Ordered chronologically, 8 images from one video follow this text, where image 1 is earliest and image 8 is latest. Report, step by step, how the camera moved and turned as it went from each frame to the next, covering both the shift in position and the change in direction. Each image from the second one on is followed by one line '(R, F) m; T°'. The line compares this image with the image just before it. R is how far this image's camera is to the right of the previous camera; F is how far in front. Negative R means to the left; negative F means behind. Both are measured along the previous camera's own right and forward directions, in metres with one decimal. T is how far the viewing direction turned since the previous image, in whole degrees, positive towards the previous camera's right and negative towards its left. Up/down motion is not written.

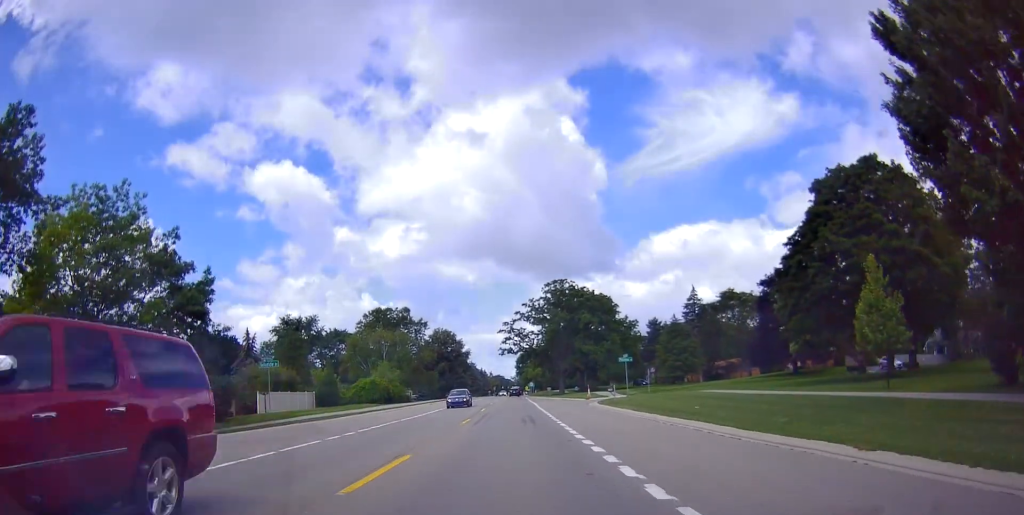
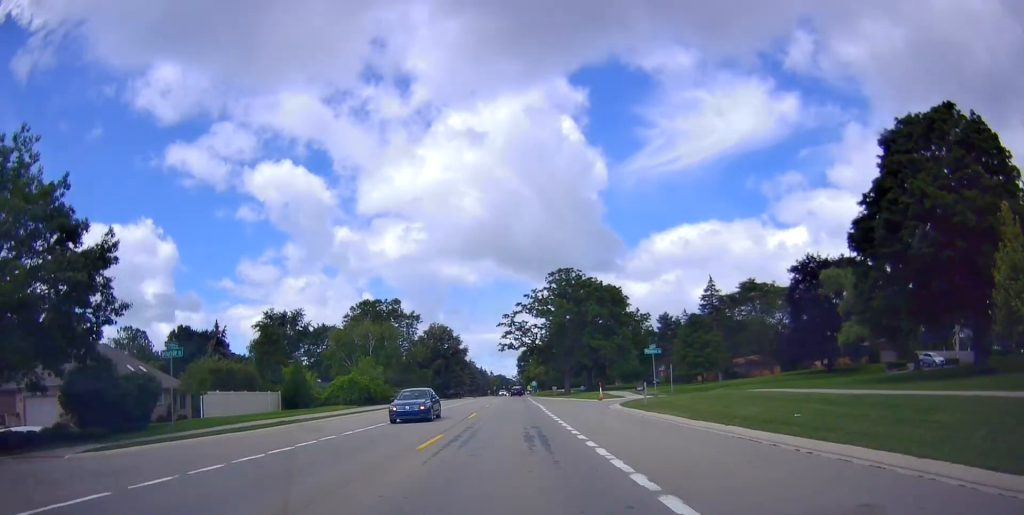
(0.0, +9.5) m; 0°
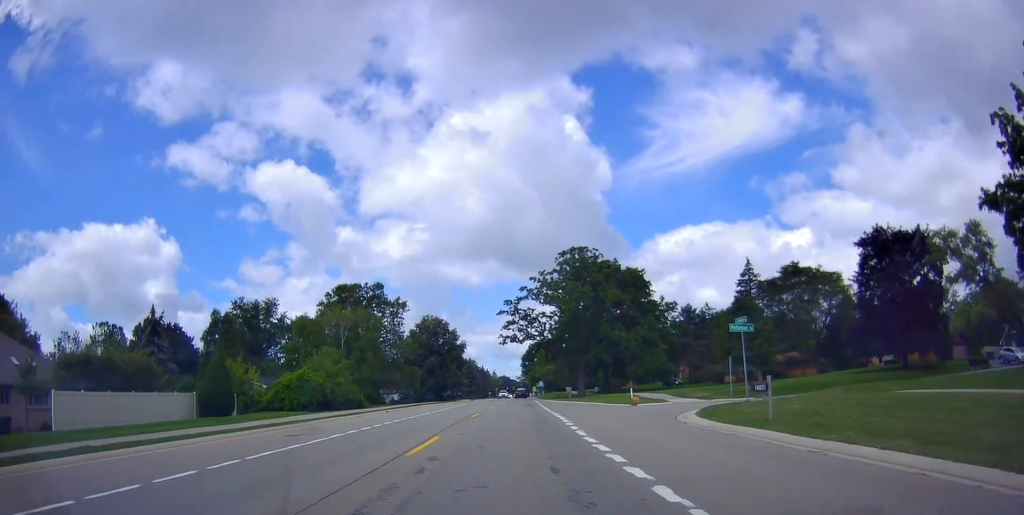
(0.0, +15.4) m; 0°
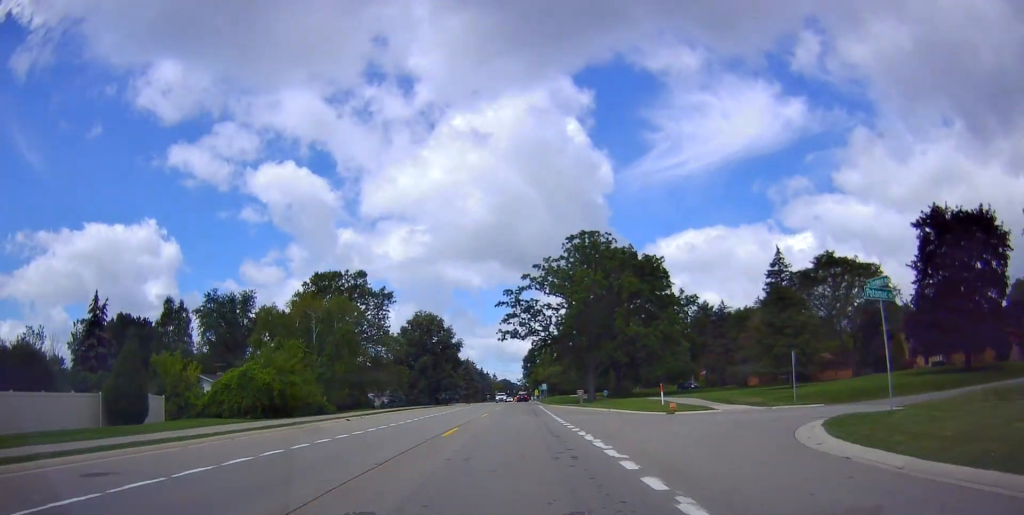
(0.0, +10.2) m; +1°
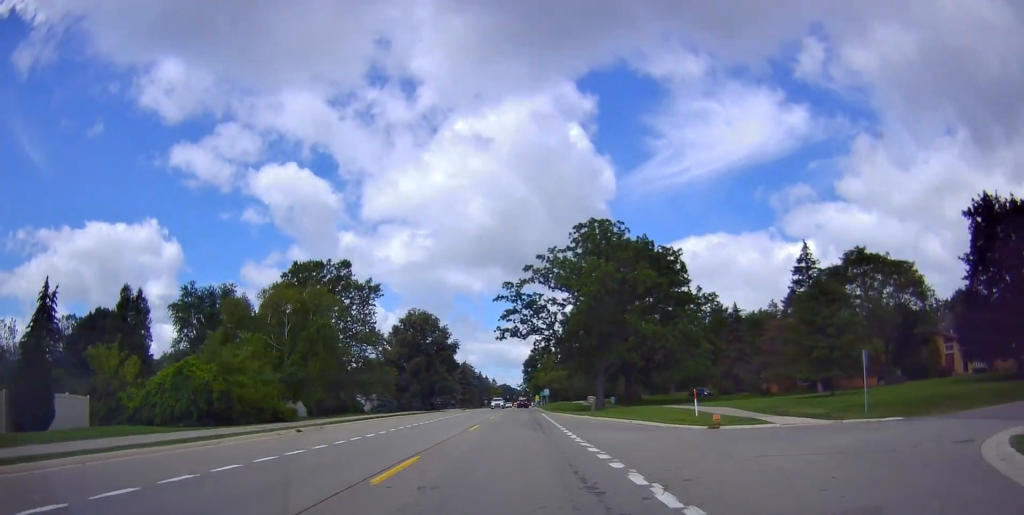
(-0.1, +7.6) m; +1°
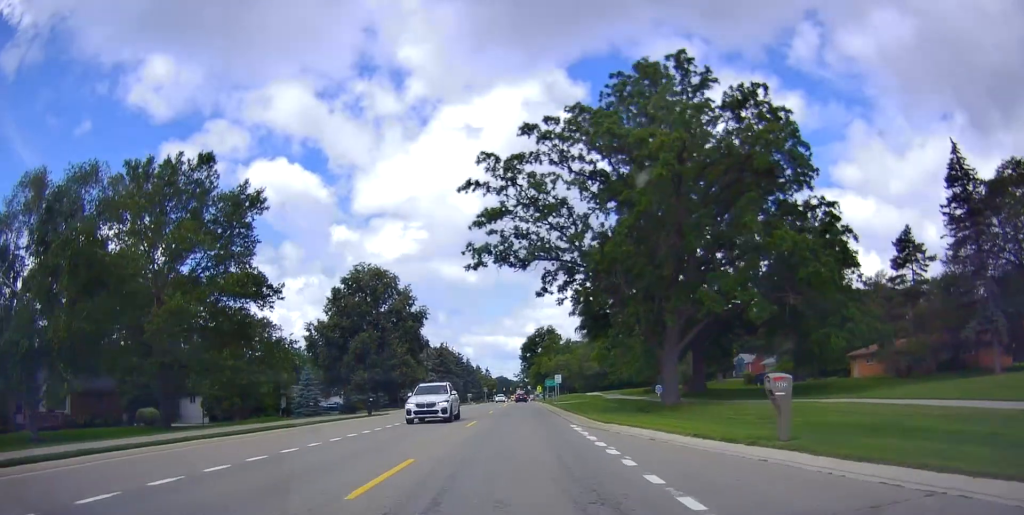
(+0.3, +31.3) m; +1°
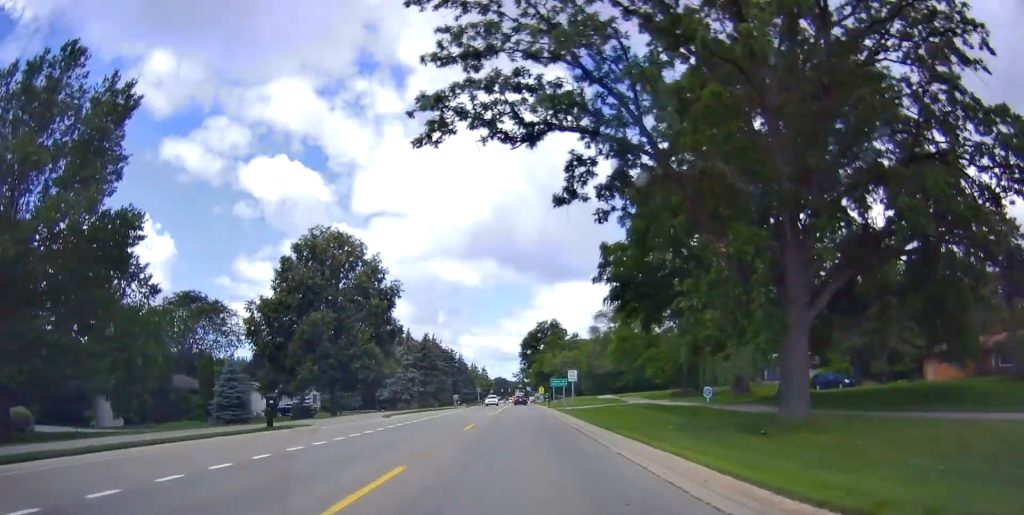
(+0.1, +16.2) m; +1°
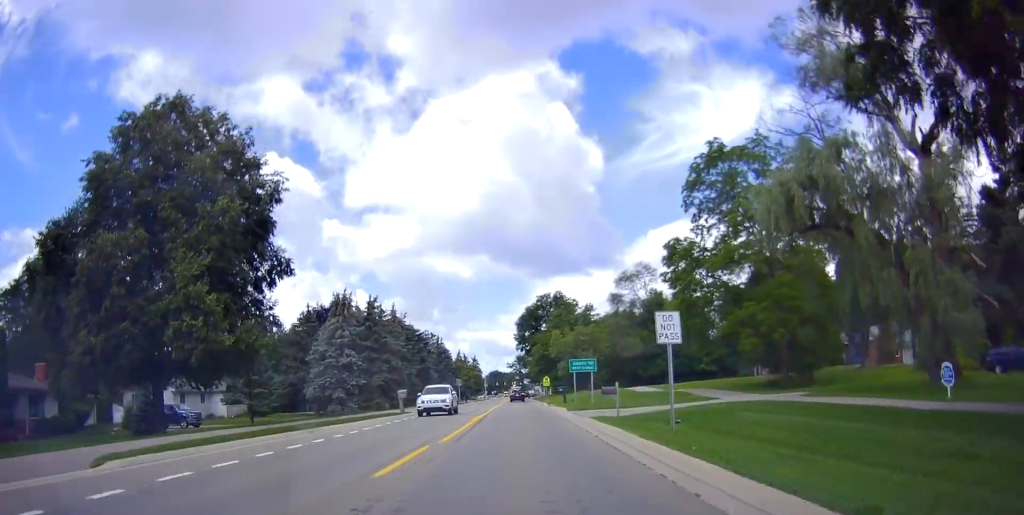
(+0.4, +28.1) m; +1°
